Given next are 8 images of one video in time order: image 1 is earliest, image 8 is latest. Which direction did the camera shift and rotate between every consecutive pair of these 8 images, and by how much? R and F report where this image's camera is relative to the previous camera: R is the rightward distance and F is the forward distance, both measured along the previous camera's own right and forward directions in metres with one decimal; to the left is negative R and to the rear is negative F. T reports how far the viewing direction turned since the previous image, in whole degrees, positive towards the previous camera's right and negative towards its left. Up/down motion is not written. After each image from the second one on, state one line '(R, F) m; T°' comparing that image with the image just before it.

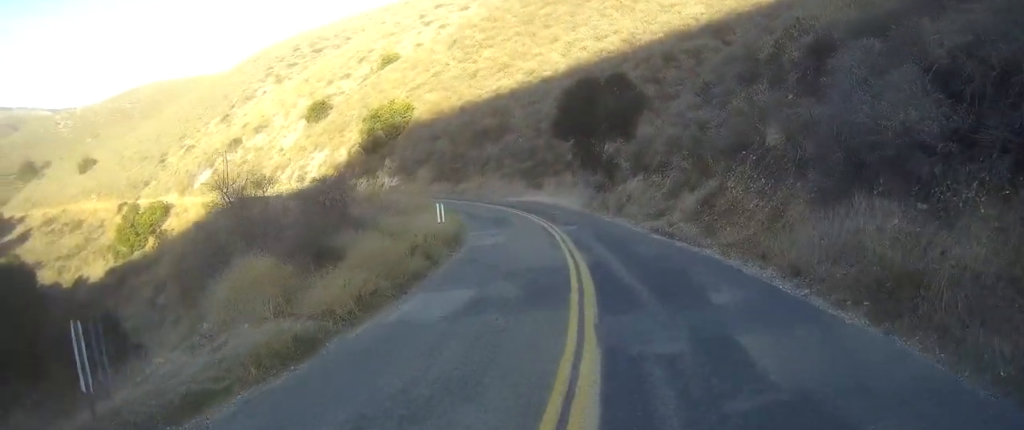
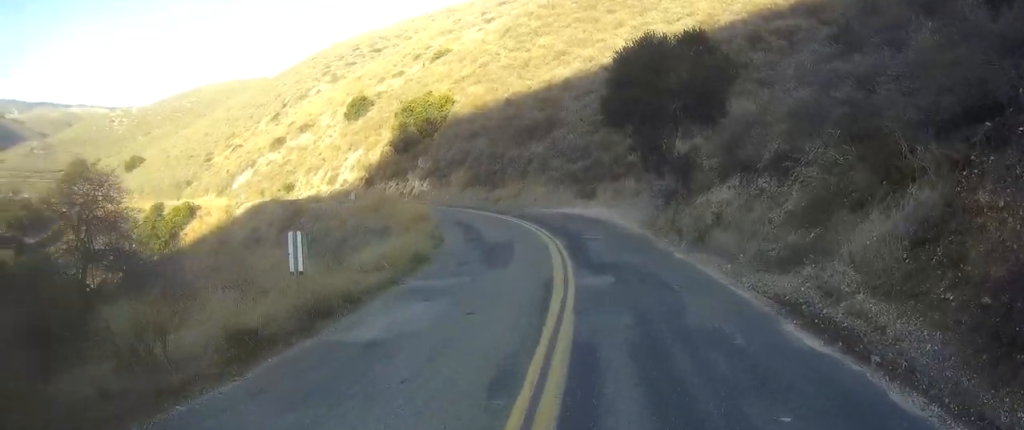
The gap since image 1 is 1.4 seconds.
(-1.1, +10.6) m; -14°
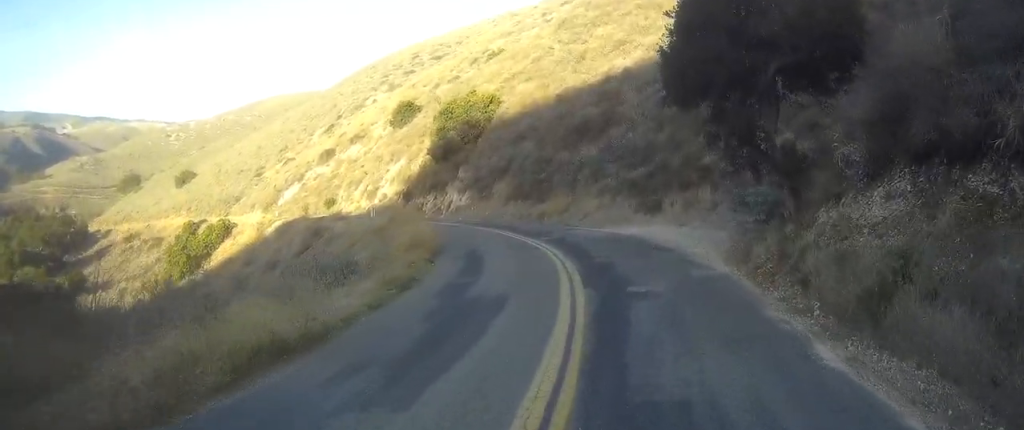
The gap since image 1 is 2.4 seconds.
(-0.9, +8.1) m; -13°
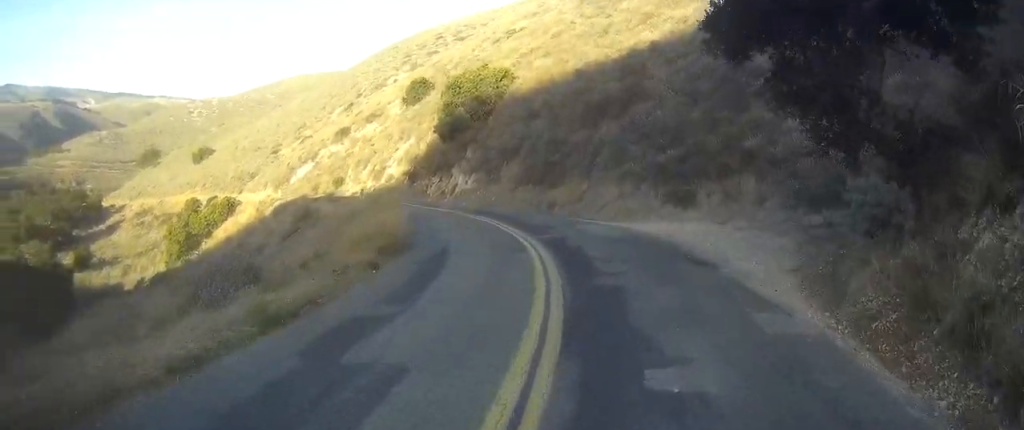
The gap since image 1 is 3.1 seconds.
(-0.6, +7.3) m; -5°
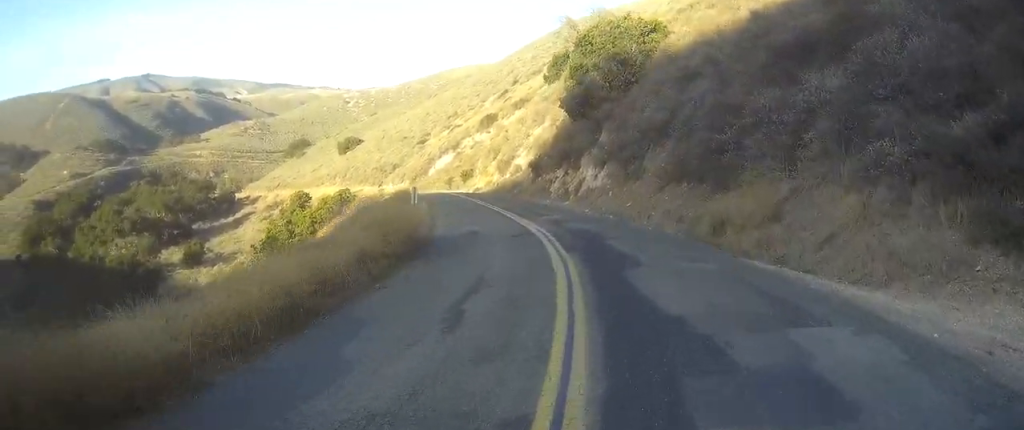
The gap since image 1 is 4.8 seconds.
(-1.4, +22.6) m; -6°
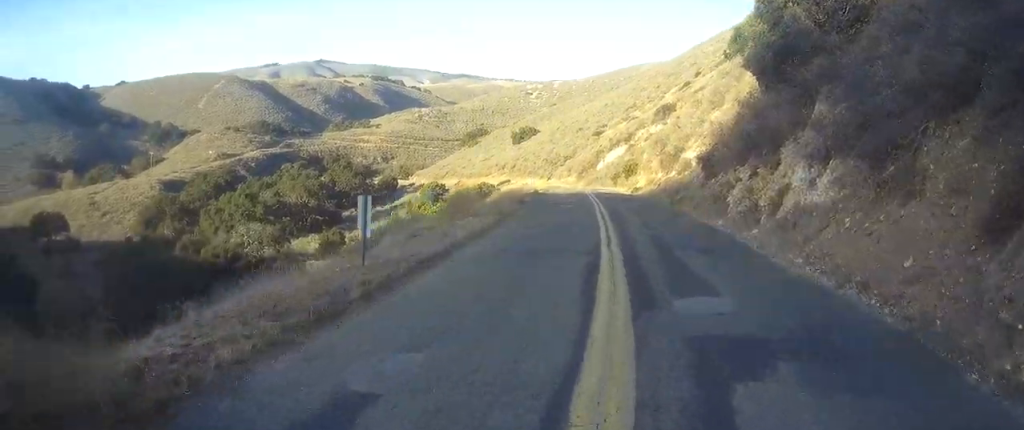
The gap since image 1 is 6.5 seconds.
(-1.4, +19.5) m; -6°
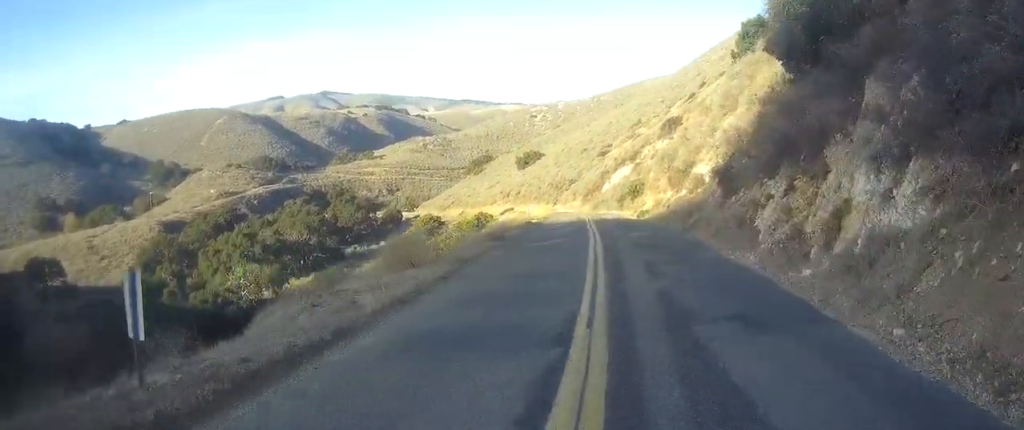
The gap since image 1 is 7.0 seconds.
(0.0, +5.0) m; -2°
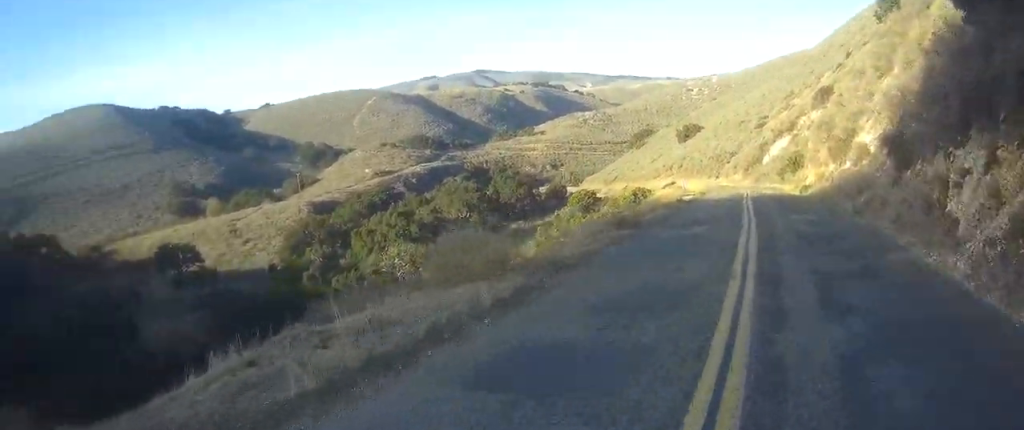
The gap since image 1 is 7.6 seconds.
(+0.1, +4.8) m; -2°
